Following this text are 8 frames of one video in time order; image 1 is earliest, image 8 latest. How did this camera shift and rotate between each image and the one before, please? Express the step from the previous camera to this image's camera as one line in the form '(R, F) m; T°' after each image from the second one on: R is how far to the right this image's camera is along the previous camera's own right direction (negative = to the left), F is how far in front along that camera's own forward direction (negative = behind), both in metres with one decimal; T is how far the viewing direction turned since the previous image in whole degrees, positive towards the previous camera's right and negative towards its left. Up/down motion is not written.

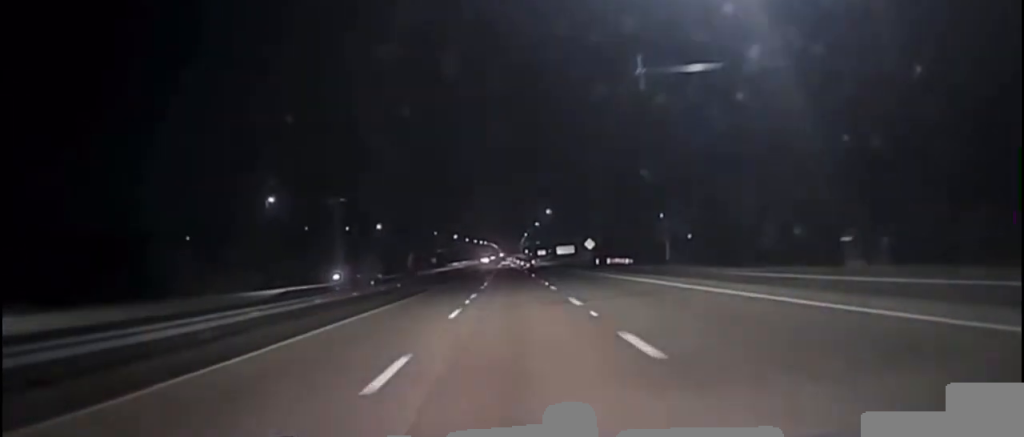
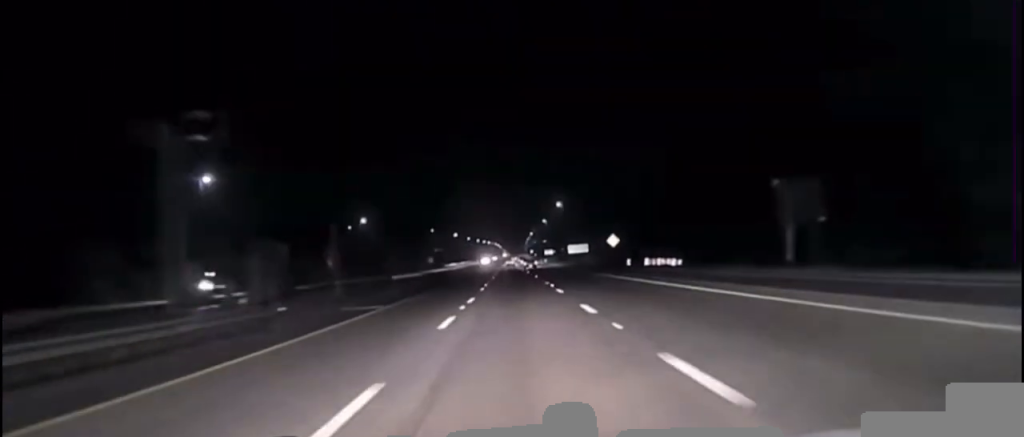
(0.0, +31.9) m; 0°
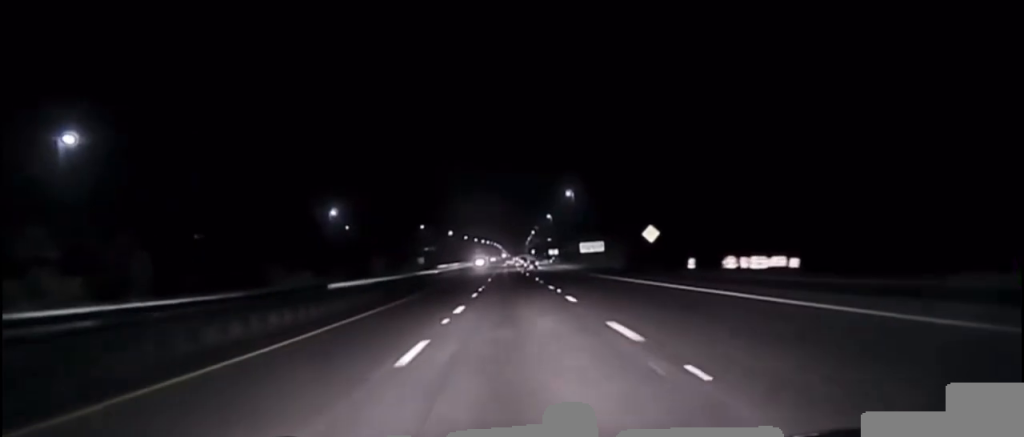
(0.0, +30.9) m; 0°
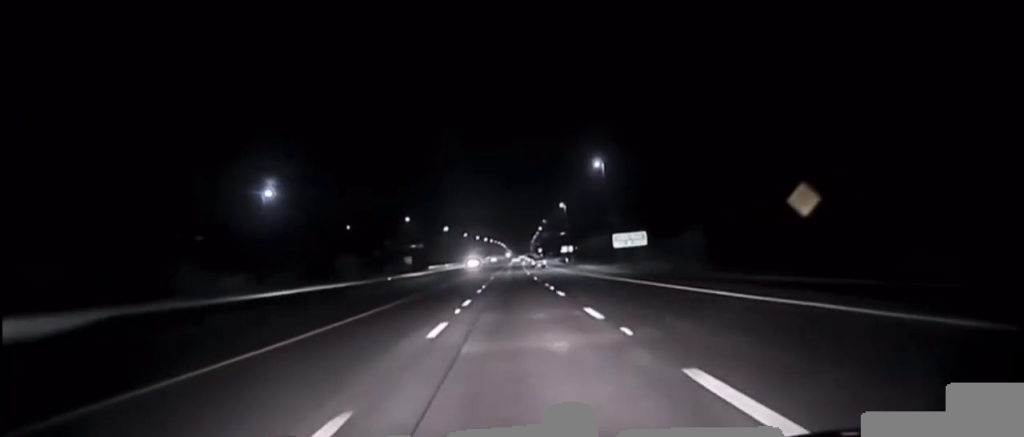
(0.0, +36.1) m; 0°
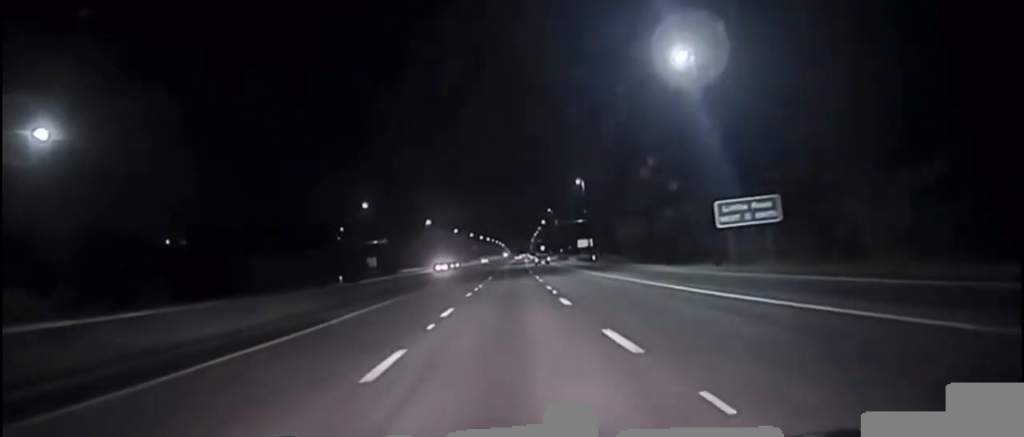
(-0.2, +42.4) m; 0°
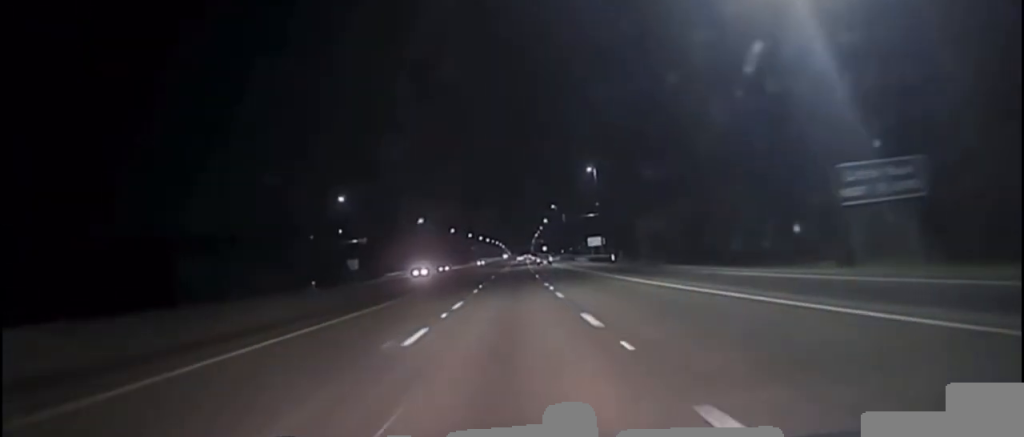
(-0.1, +18.7) m; 0°
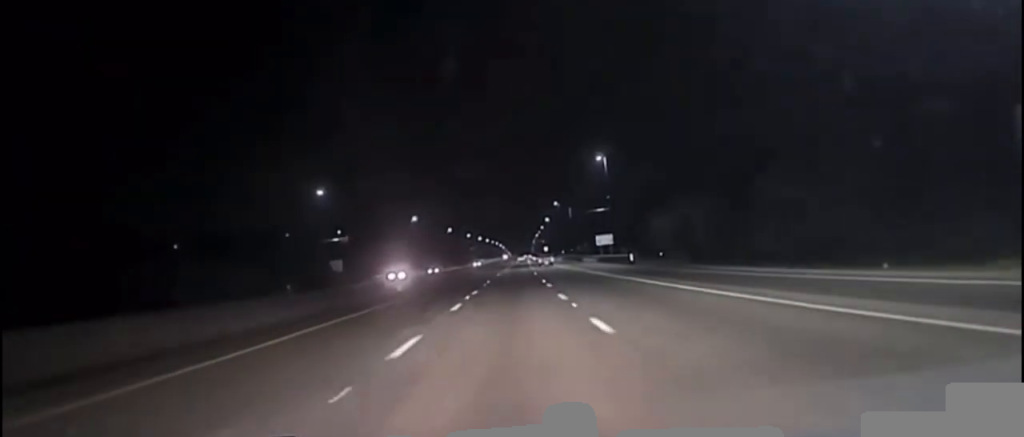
(+0.1, +15.4) m; 0°
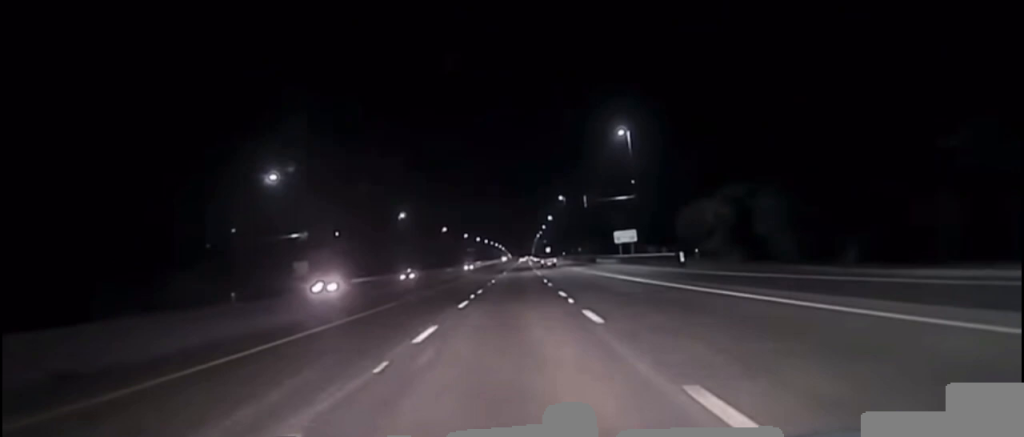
(+0.1, +25.6) m; 0°
